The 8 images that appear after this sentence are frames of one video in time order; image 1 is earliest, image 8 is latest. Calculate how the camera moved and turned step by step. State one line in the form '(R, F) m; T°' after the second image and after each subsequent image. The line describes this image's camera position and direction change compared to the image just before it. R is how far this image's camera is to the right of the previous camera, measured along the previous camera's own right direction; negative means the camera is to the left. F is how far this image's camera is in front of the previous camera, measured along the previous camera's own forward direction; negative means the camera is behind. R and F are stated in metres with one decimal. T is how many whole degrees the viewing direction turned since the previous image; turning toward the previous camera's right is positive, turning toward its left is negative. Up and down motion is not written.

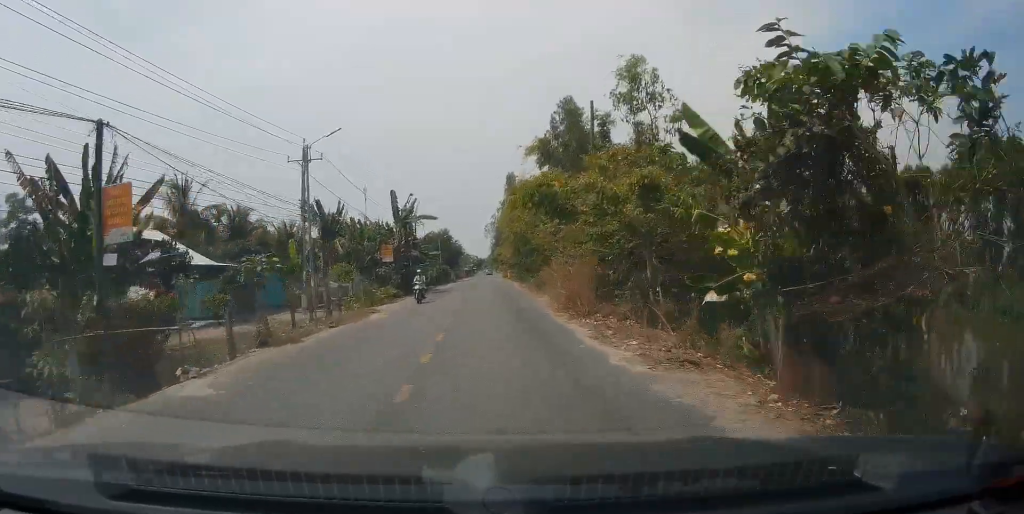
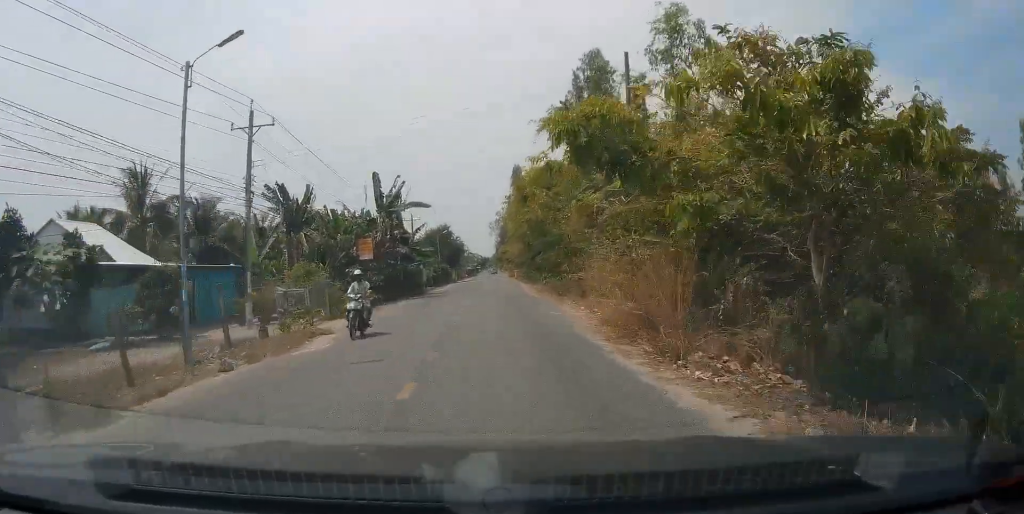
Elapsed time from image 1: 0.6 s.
(-0.2, +9.0) m; -2°
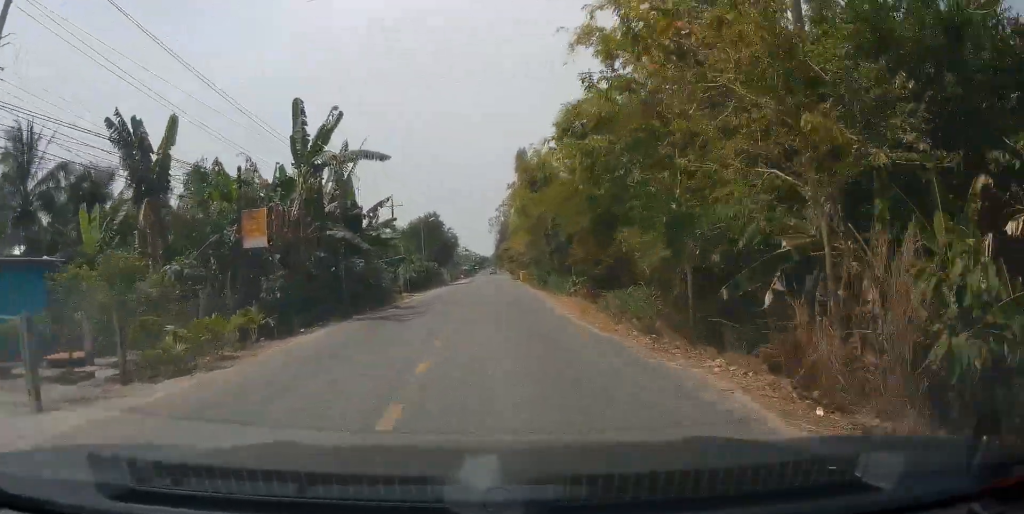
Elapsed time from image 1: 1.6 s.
(0.0, +16.3) m; -1°
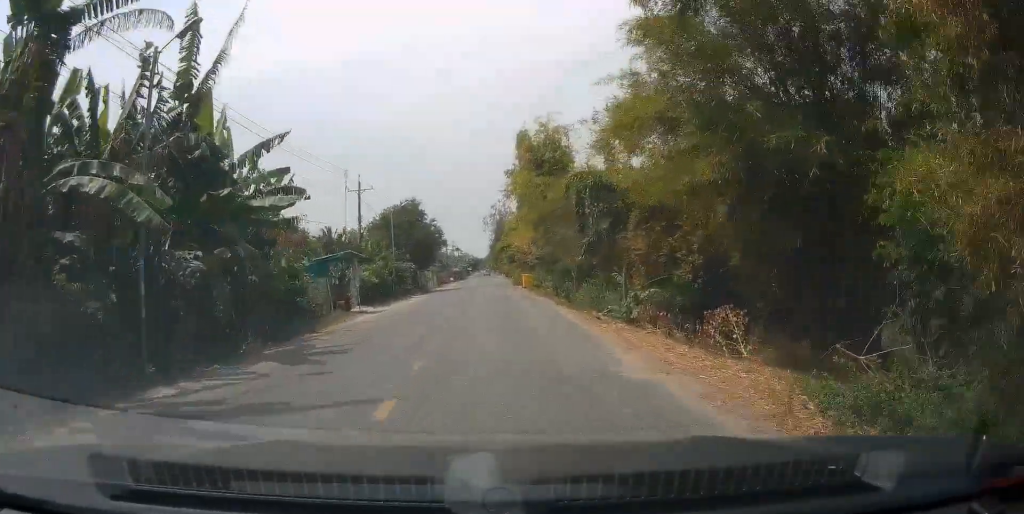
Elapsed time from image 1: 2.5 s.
(-0.4, +14.3) m; +1°
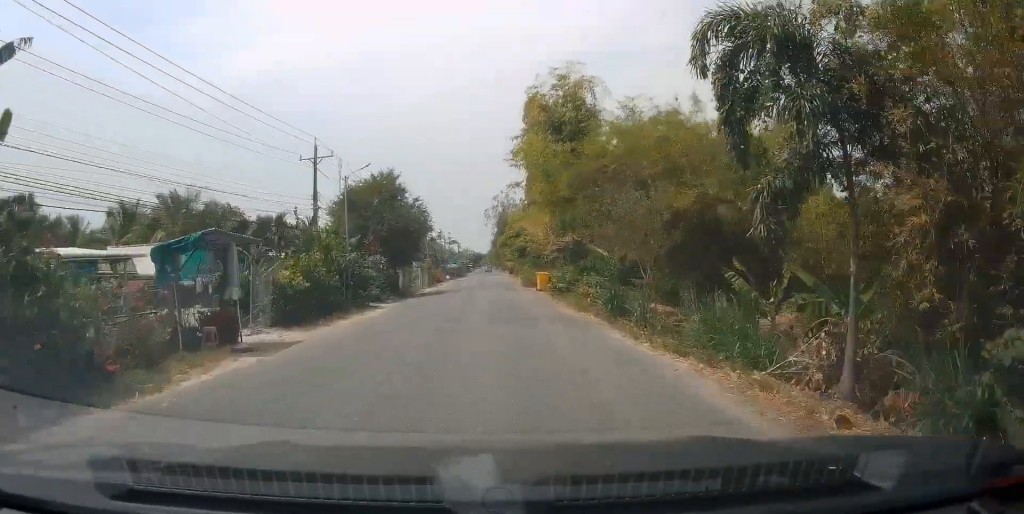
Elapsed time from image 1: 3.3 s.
(+0.6, +13.1) m; +1°
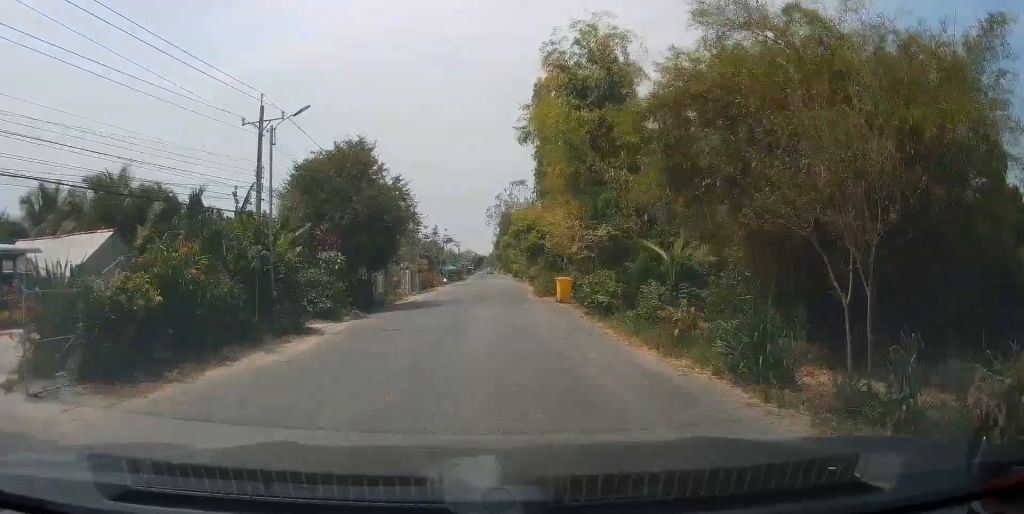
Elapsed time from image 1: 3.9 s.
(-0.1, +9.8) m; 0°
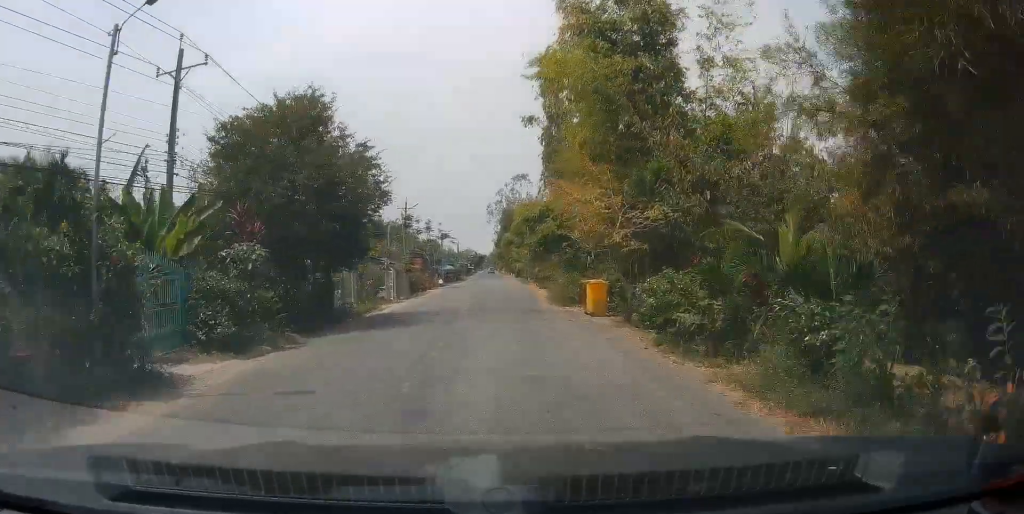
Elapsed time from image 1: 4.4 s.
(-0.2, +8.5) m; 0°
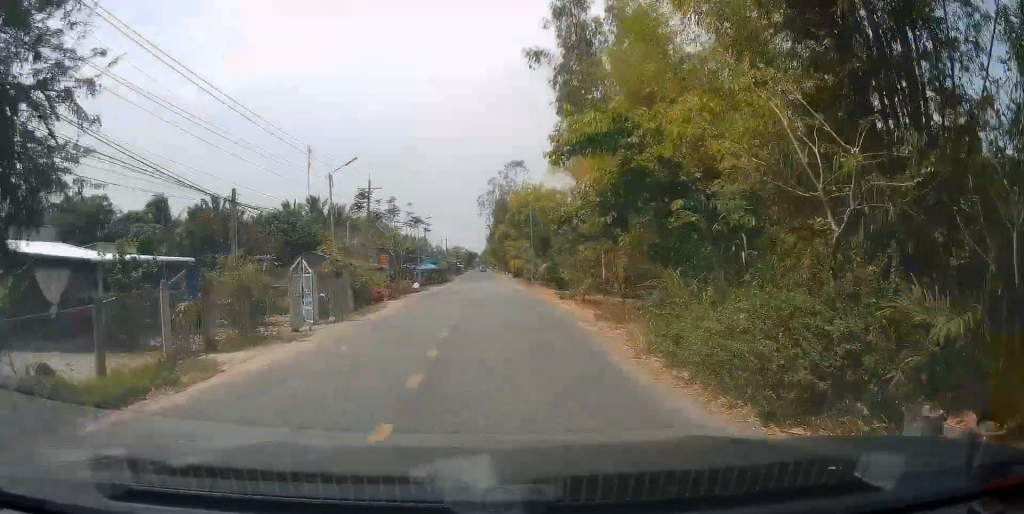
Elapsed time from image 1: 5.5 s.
(+0.3, +17.5) m; 0°
